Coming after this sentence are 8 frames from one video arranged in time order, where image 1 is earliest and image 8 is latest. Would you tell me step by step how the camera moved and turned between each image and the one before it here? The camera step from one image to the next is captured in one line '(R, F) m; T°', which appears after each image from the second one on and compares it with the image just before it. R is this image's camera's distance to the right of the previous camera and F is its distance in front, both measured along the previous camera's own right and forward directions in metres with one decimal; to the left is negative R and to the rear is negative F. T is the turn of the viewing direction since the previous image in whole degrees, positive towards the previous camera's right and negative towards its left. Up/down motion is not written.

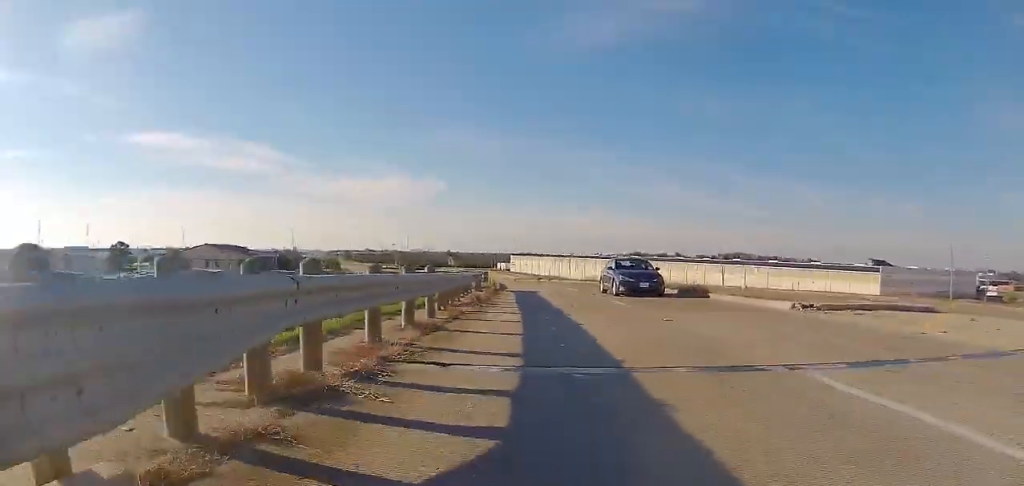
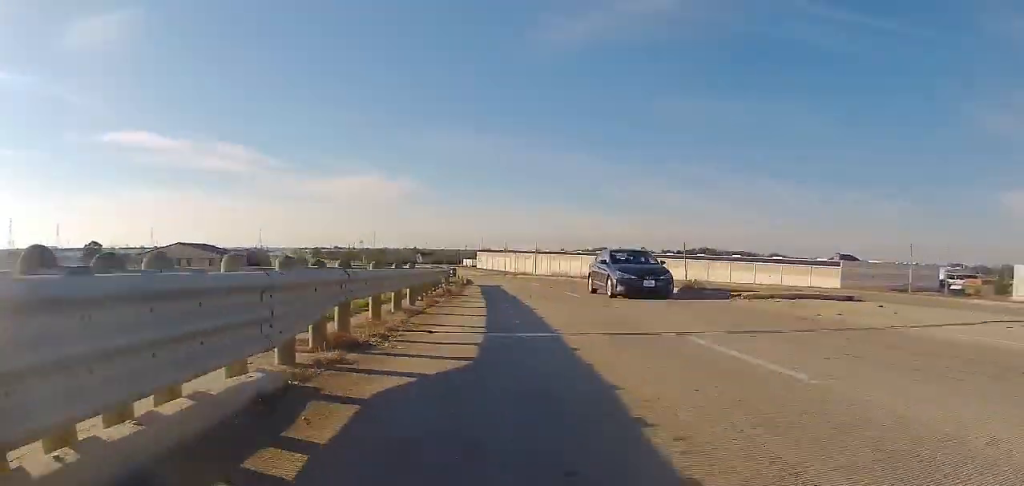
(-0.1, +2.3) m; +2°
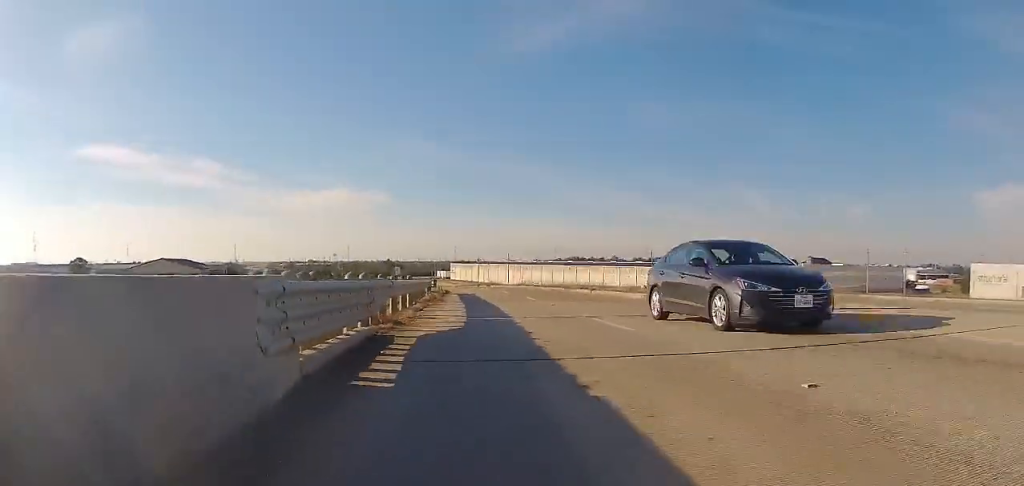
(+0.4, +4.7) m; +3°
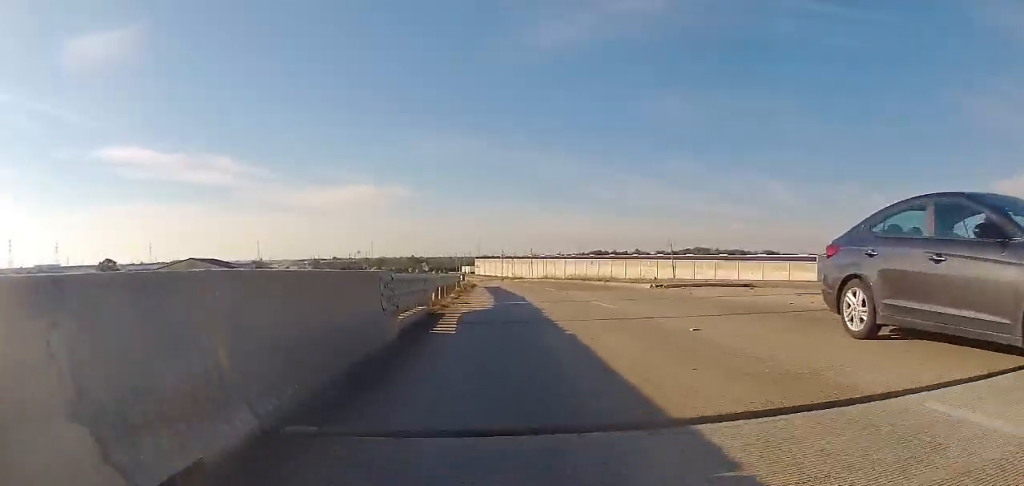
(-0.2, +3.3) m; 0°
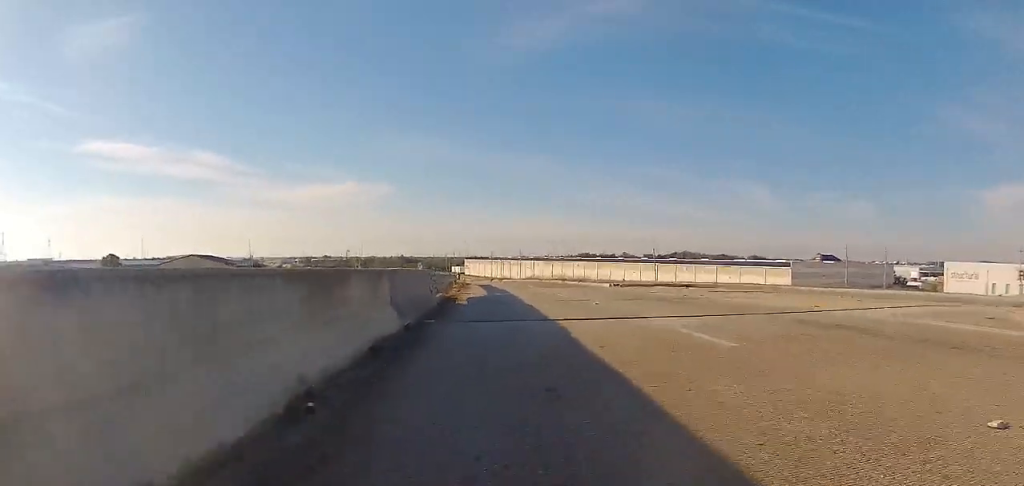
(+0.1, +6.4) m; -1°
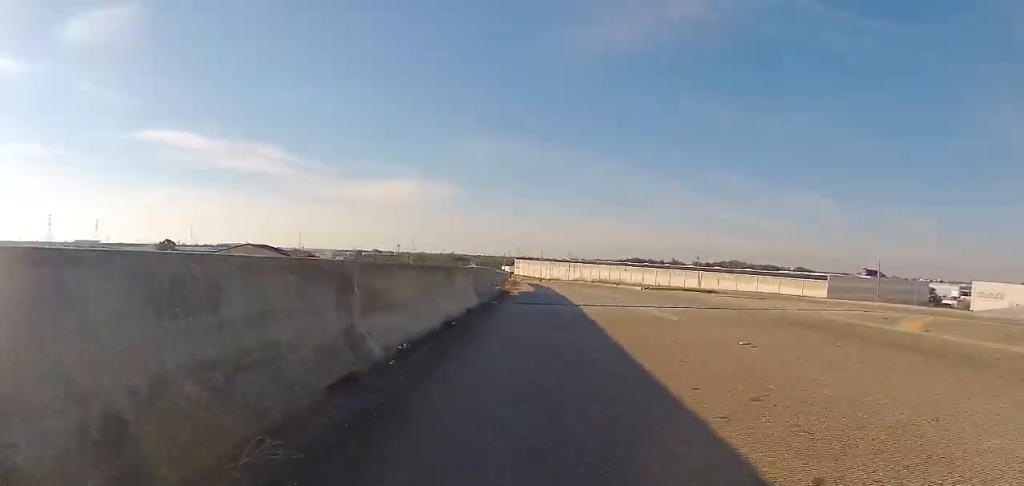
(-0.2, +4.5) m; 0°
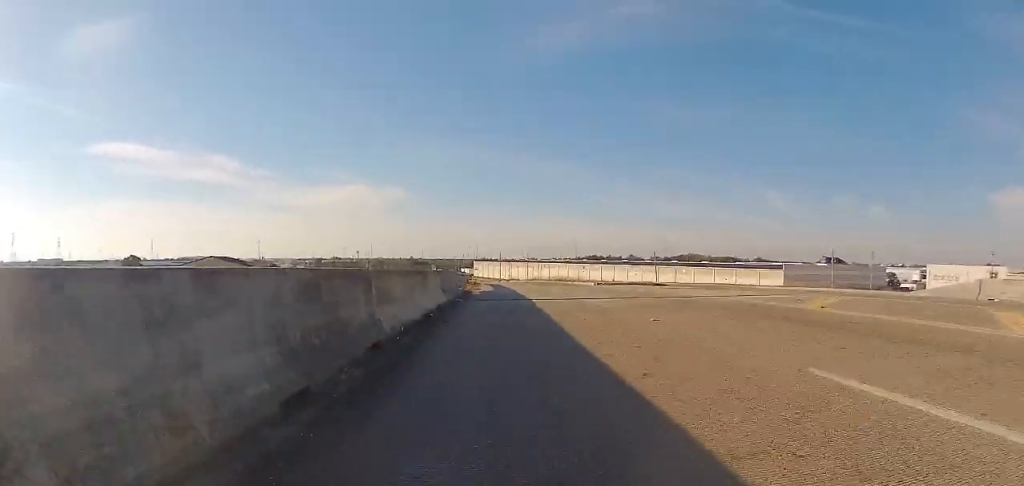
(0.0, +2.2) m; +1°
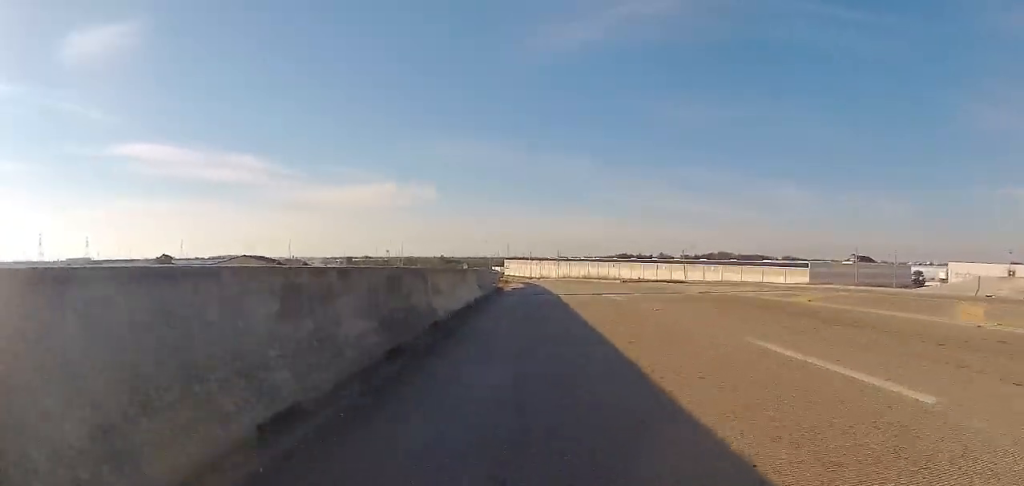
(+0.1, +1.9) m; 0°
